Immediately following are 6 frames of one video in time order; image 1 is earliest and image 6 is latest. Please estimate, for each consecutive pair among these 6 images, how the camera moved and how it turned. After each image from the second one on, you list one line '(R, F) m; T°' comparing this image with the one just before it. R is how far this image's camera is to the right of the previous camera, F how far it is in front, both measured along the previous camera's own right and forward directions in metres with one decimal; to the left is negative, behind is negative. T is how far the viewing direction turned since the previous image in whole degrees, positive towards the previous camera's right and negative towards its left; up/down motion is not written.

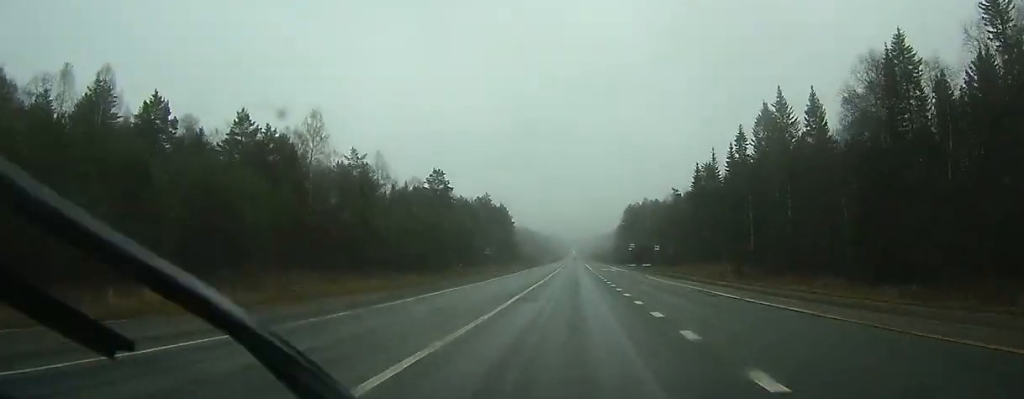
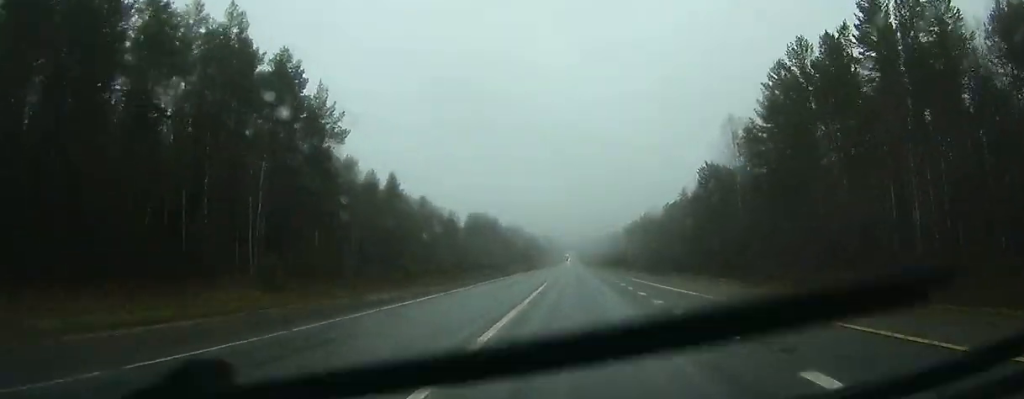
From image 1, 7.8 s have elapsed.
(+0.3, +214.1) m; 0°
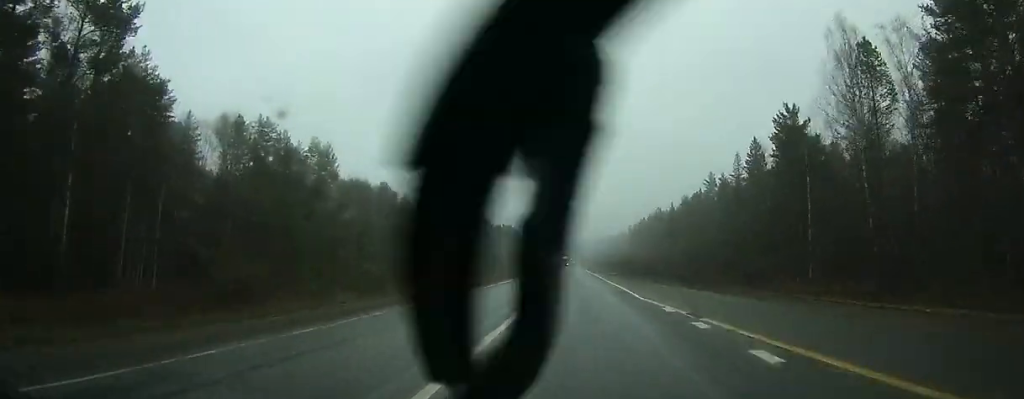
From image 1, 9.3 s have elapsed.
(+0.1, +40.8) m; 0°
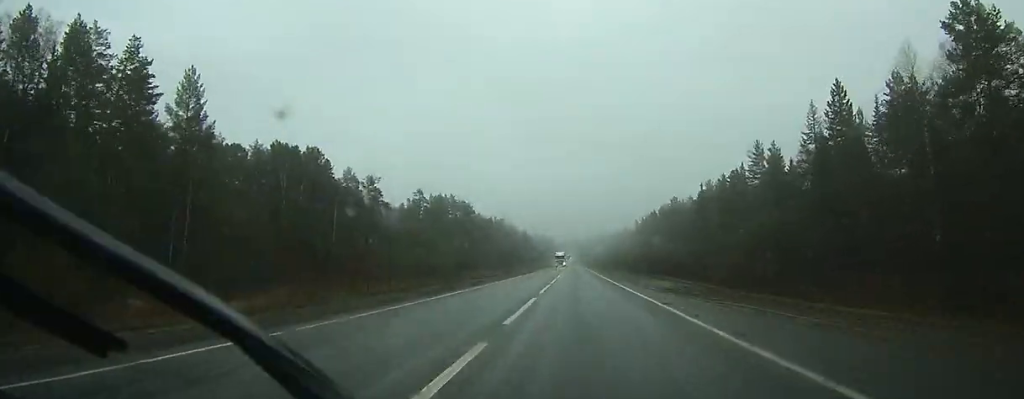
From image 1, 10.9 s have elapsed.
(0.0, +42.3) m; 0°
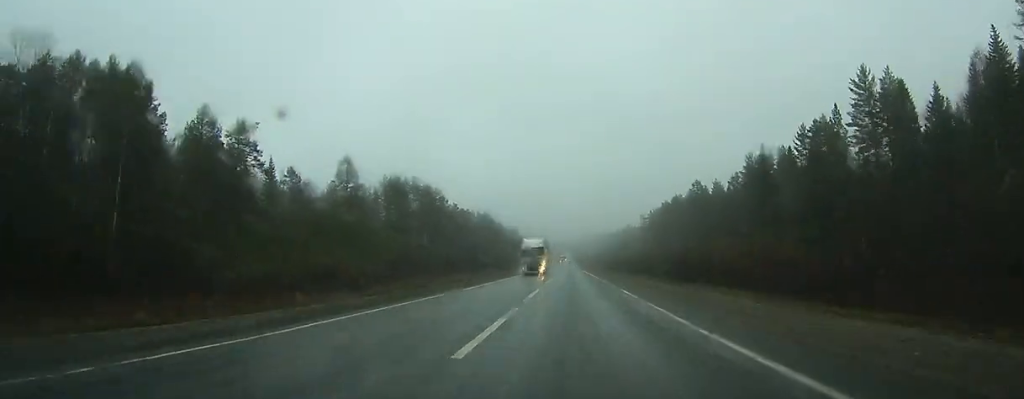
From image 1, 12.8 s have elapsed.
(+0.1, +49.6) m; 0°
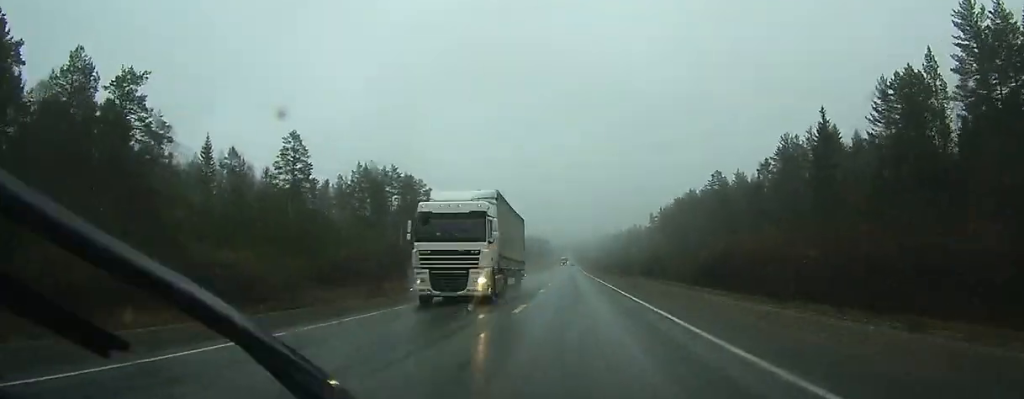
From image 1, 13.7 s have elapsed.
(+0.1, +23.4) m; 0°
